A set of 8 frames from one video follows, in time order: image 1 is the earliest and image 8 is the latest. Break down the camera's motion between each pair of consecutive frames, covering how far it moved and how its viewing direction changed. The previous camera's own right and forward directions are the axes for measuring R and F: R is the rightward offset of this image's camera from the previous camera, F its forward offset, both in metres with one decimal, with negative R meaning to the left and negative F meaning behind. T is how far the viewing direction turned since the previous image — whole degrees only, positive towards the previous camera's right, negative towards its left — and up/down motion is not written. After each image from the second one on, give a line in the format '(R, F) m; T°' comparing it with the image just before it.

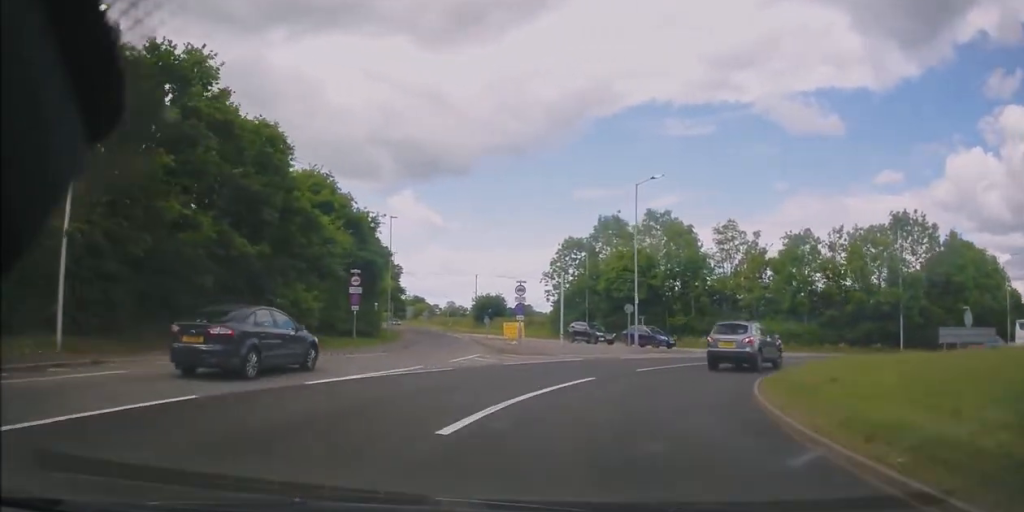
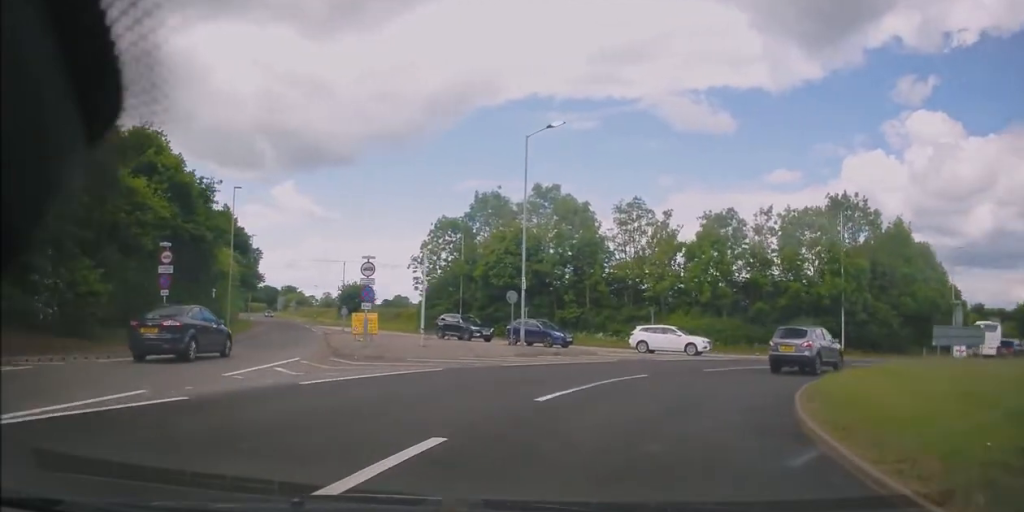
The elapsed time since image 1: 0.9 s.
(+0.8, +8.0) m; +12°
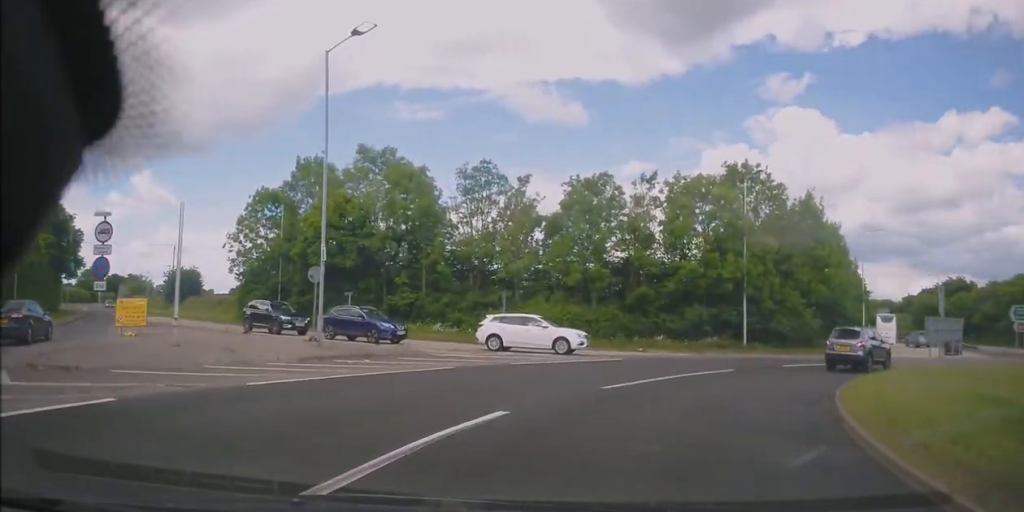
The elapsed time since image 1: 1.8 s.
(+1.0, +8.0) m; +12°
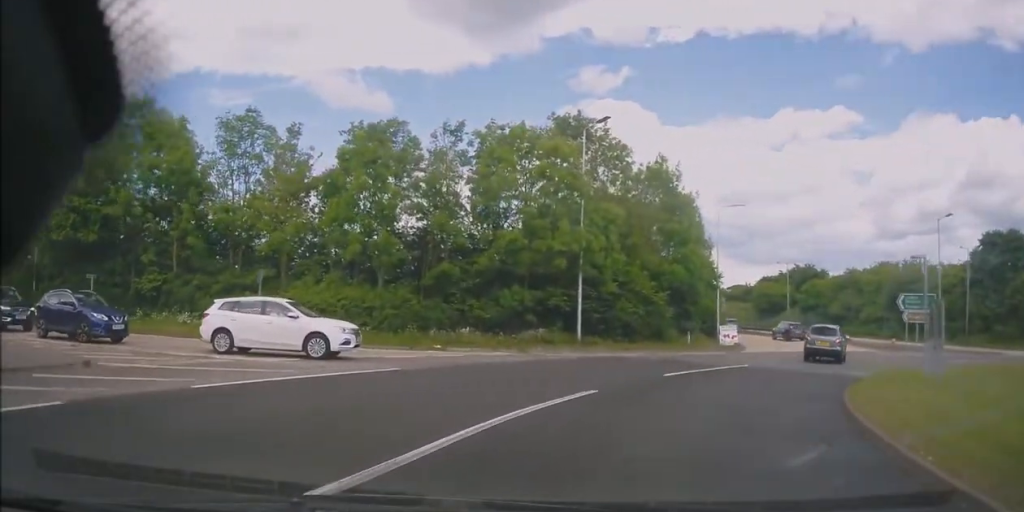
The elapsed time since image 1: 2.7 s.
(+0.7, +8.5) m; +10°
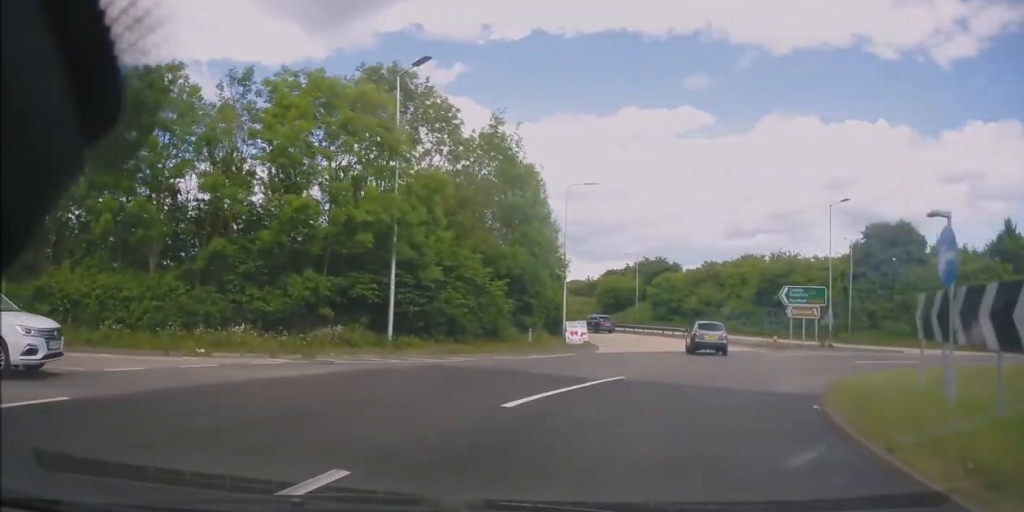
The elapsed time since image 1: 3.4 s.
(-0.1, +6.4) m; +10°
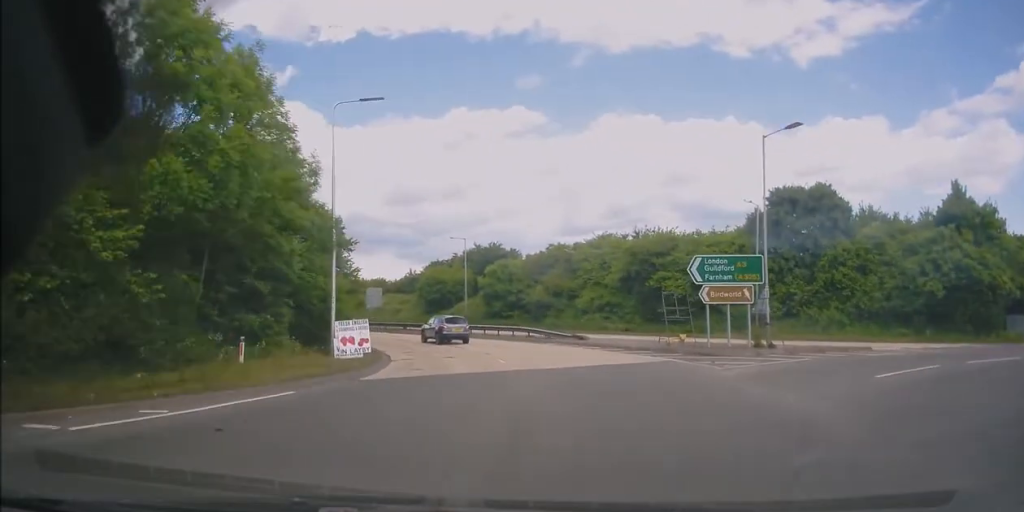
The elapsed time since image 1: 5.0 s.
(+4.1, +14.4) m; +20°
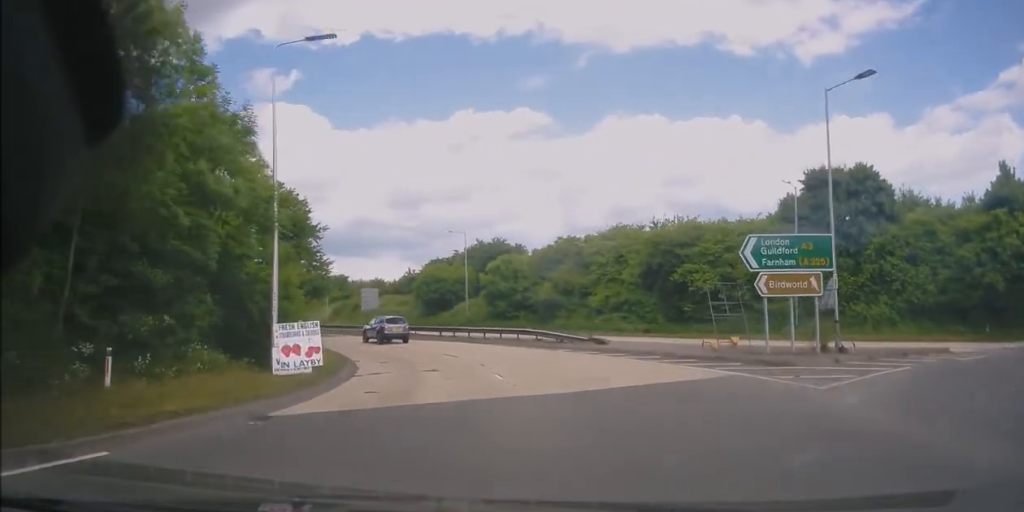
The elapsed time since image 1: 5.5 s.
(+0.4, +5.9) m; +1°
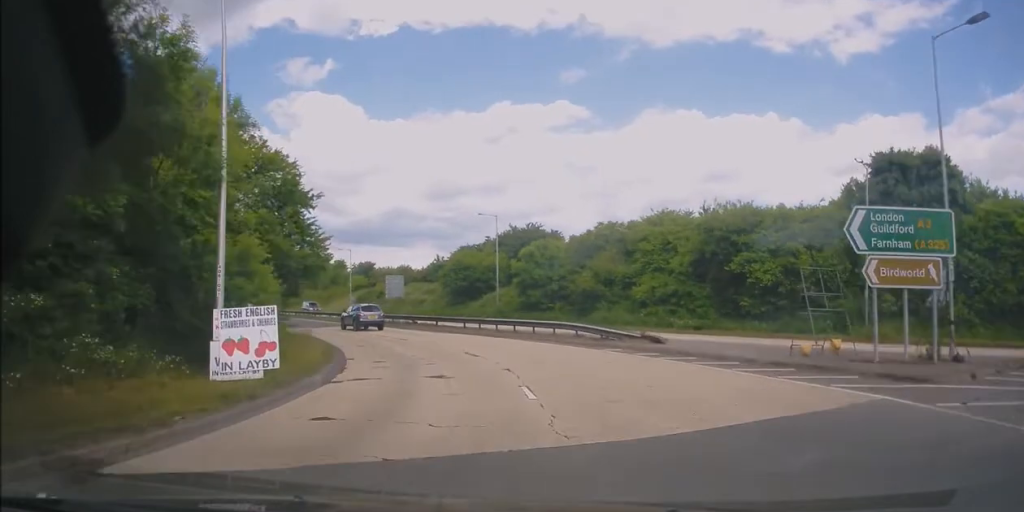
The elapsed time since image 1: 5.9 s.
(-0.2, +5.2) m; -5°
